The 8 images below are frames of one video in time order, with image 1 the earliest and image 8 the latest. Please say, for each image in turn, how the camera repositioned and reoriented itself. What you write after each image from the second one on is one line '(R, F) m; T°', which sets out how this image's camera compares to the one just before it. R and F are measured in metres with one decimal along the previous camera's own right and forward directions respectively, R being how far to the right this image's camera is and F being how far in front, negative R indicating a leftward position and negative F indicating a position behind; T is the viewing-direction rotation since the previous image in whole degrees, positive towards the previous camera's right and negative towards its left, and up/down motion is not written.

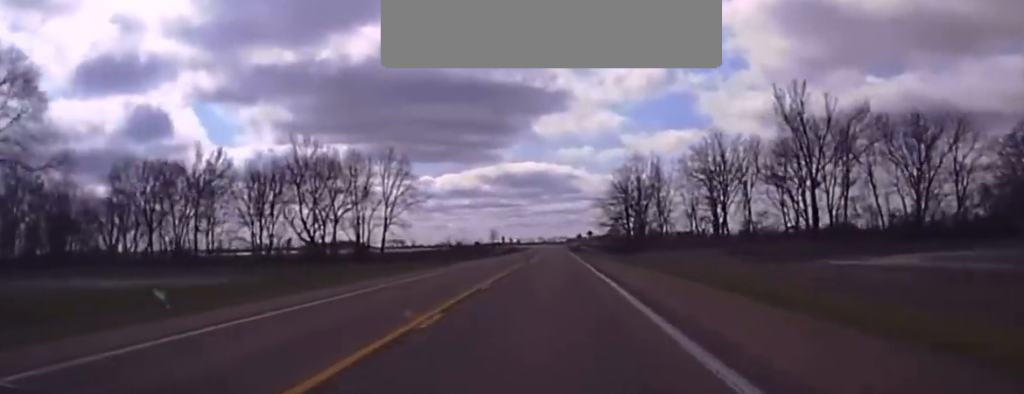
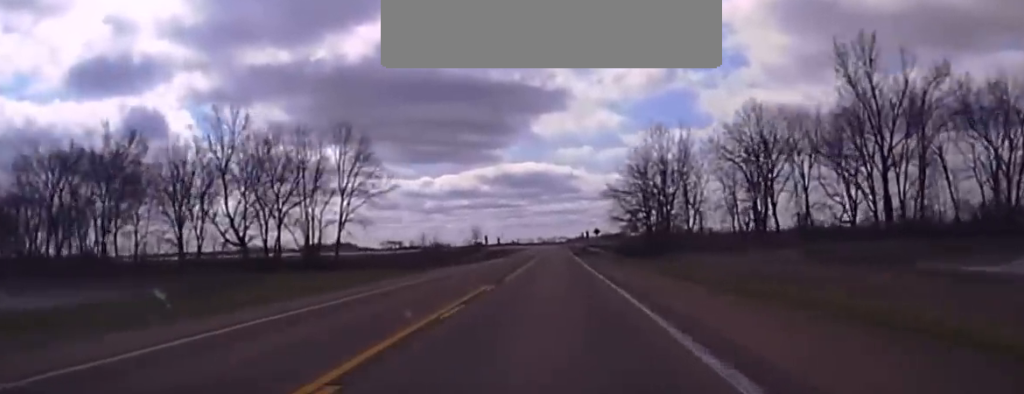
(+0.1, +33.0) m; 0°
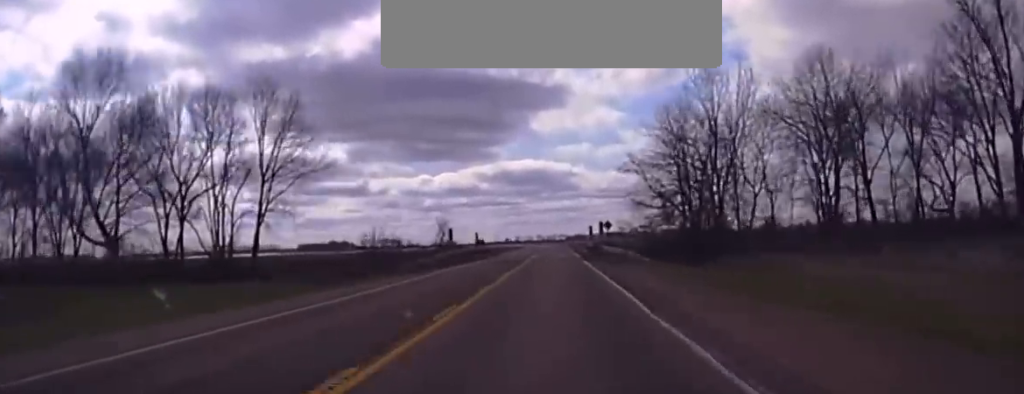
(+0.3, +38.5) m; -1°
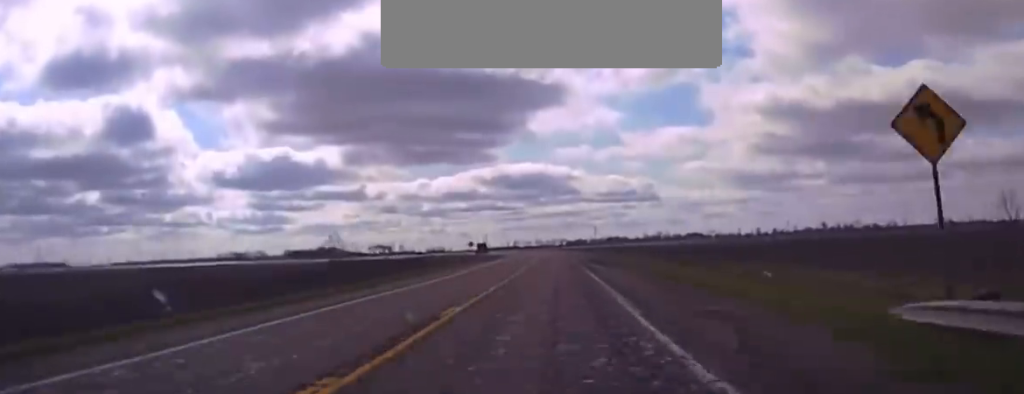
(-2.6, +107.0) m; -1°
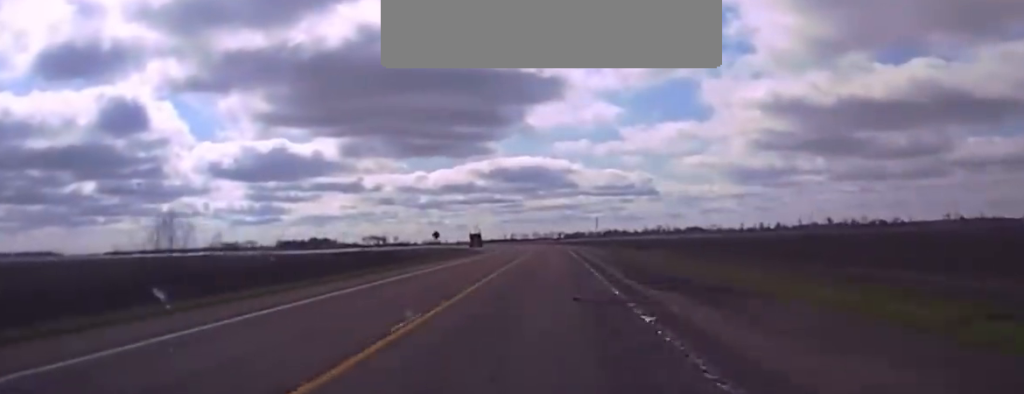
(+0.3, +40.1) m; +1°
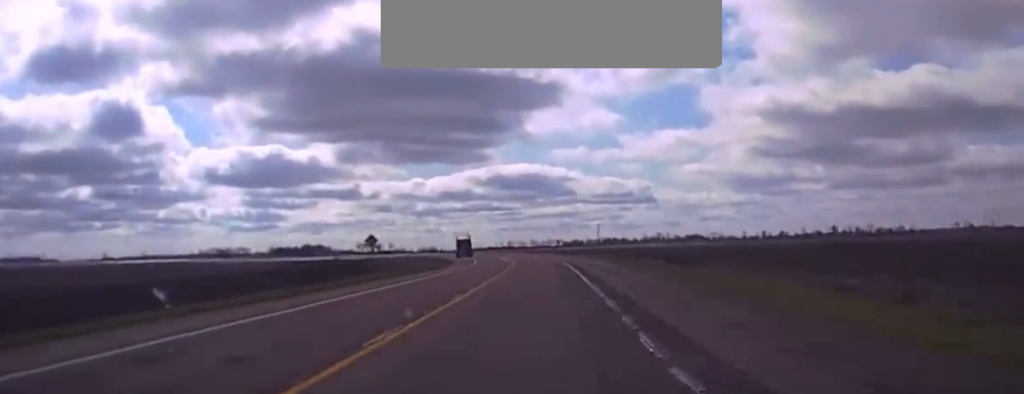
(+0.2, +35.6) m; 0°
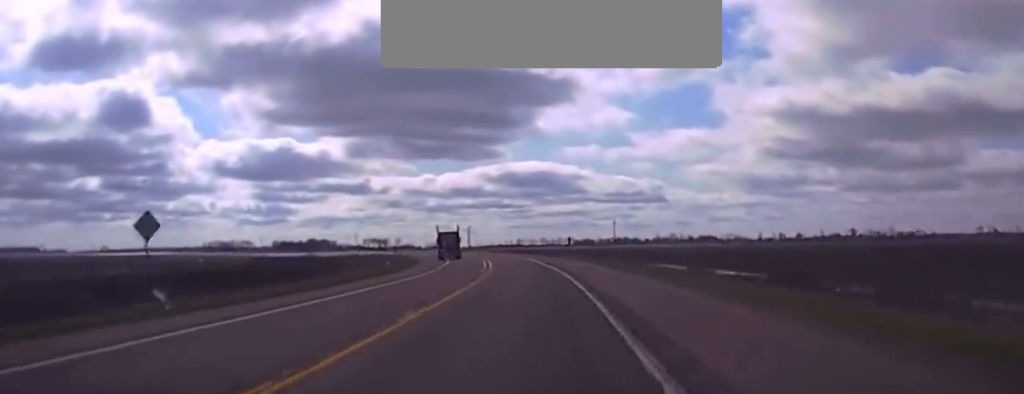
(-0.2, +39.2) m; -1°
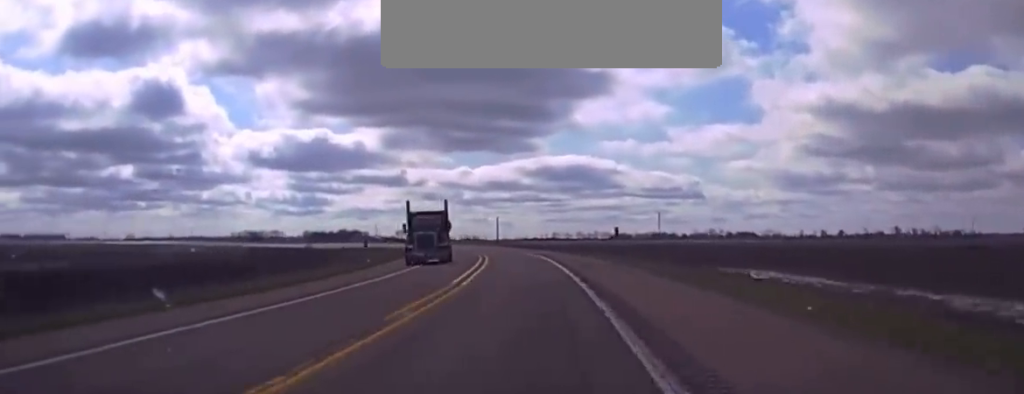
(-0.2, +32.8) m; -2°
